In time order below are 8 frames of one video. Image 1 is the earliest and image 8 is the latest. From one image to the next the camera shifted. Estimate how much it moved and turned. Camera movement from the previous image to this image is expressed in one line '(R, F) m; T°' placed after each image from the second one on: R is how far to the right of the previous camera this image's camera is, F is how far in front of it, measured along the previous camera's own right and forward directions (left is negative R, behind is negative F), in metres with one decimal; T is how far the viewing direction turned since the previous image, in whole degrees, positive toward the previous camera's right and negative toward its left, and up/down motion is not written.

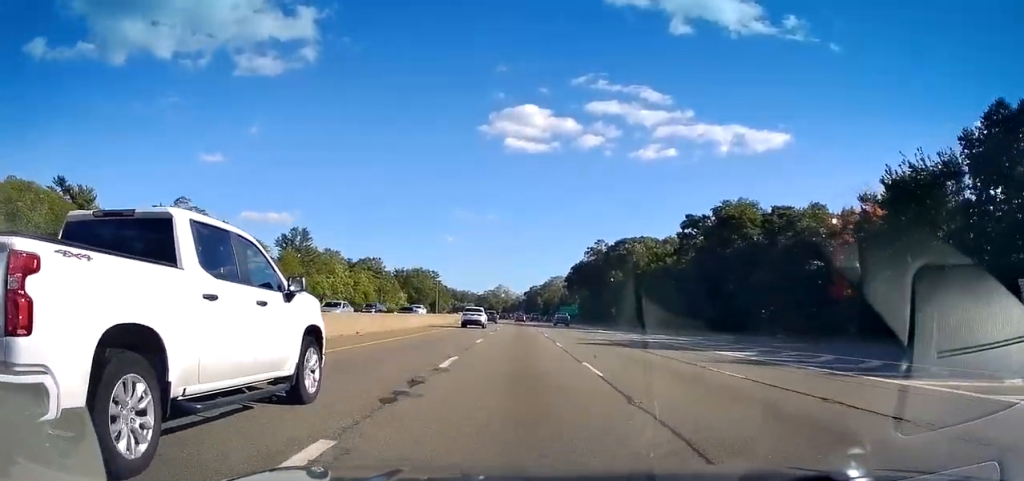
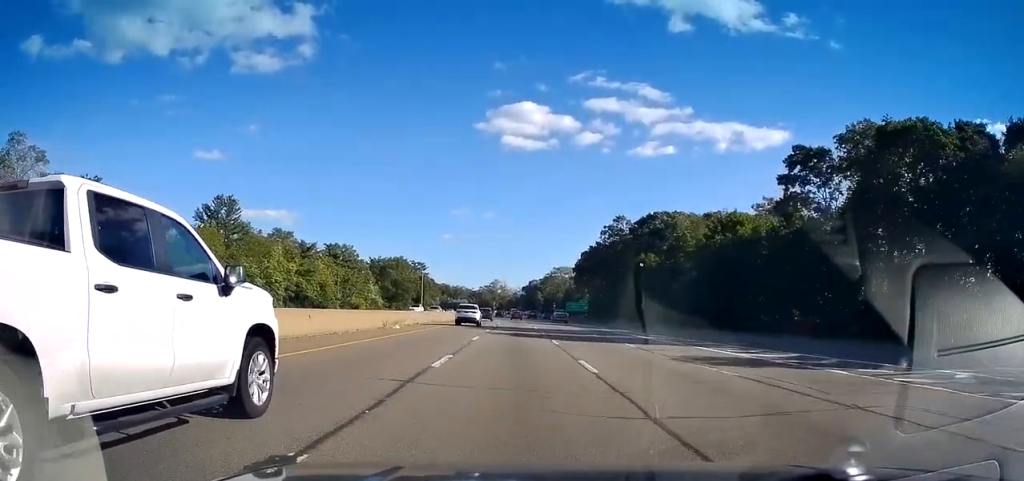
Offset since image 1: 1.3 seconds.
(0.0, +36.6) m; 0°
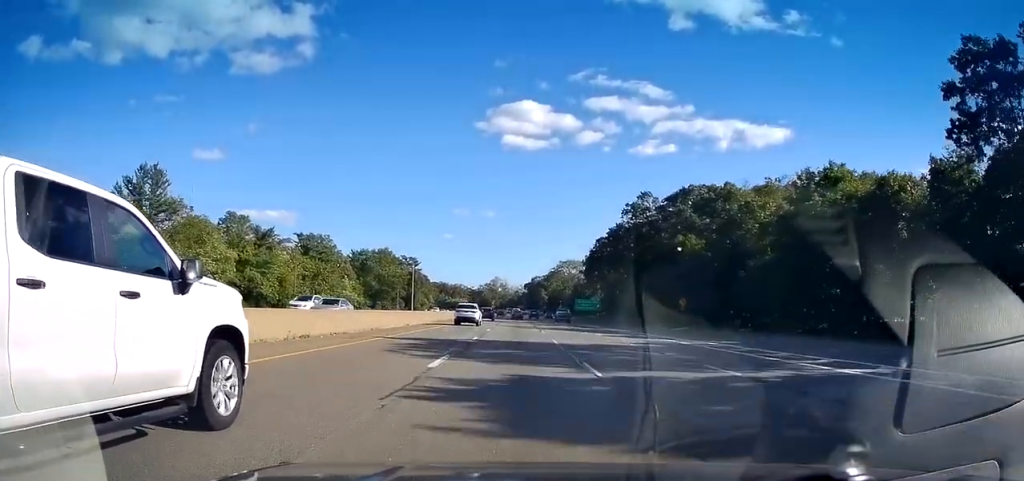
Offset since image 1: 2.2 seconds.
(-0.1, +24.7) m; -1°
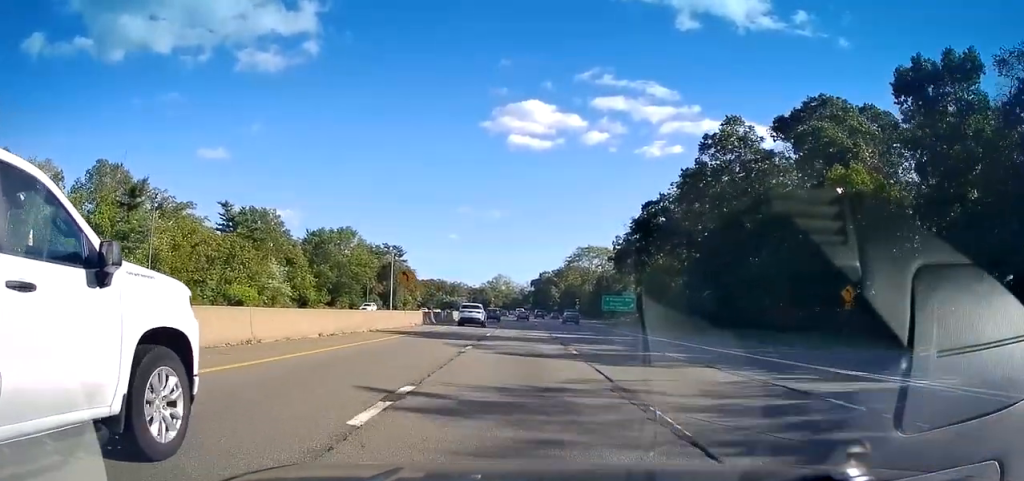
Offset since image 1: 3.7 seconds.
(+0.3, +42.6) m; +1°
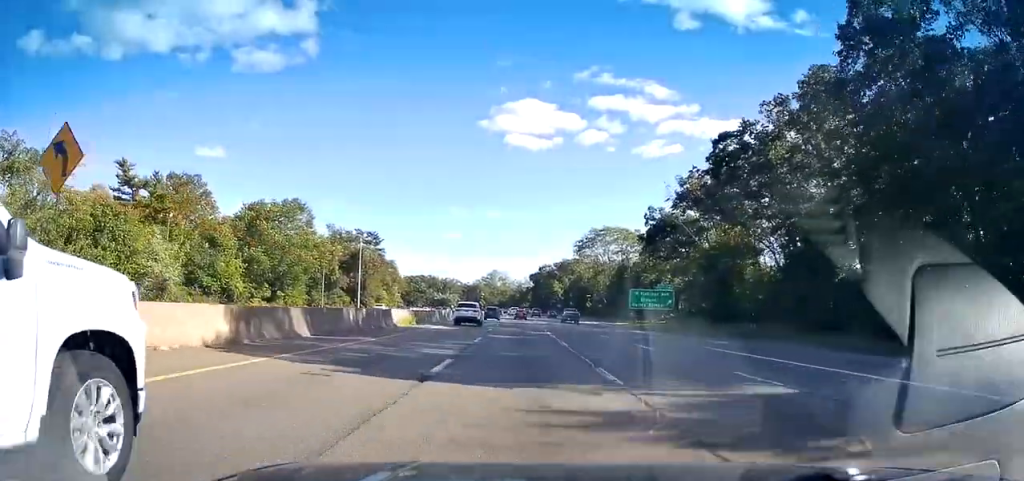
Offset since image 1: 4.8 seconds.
(-0.3, +31.7) m; -1°
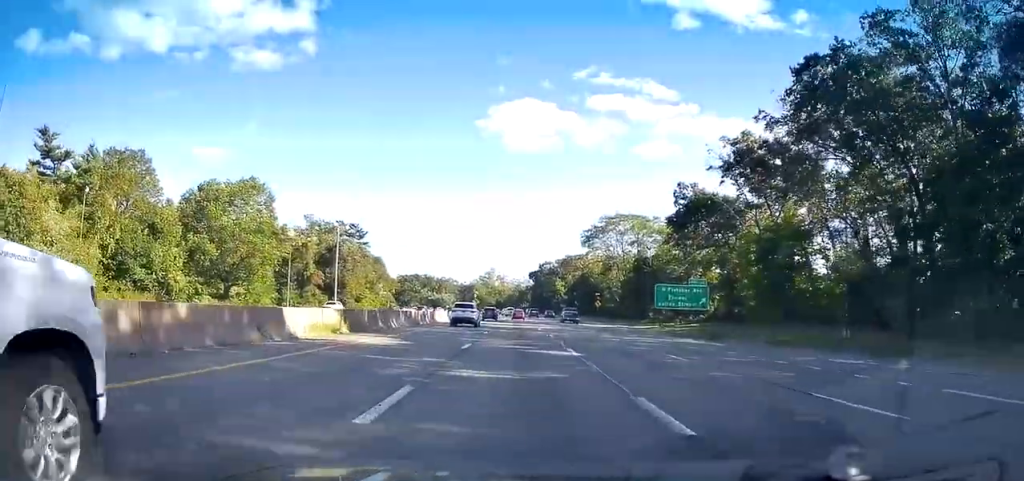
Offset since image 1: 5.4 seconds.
(-0.1, +17.0) m; 0°
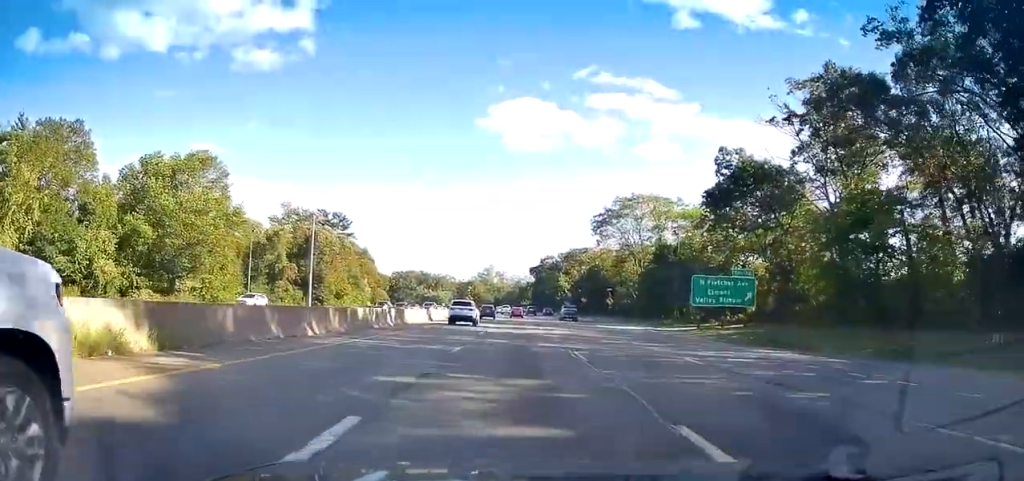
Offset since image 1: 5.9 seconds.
(0.0, +15.1) m; 0°
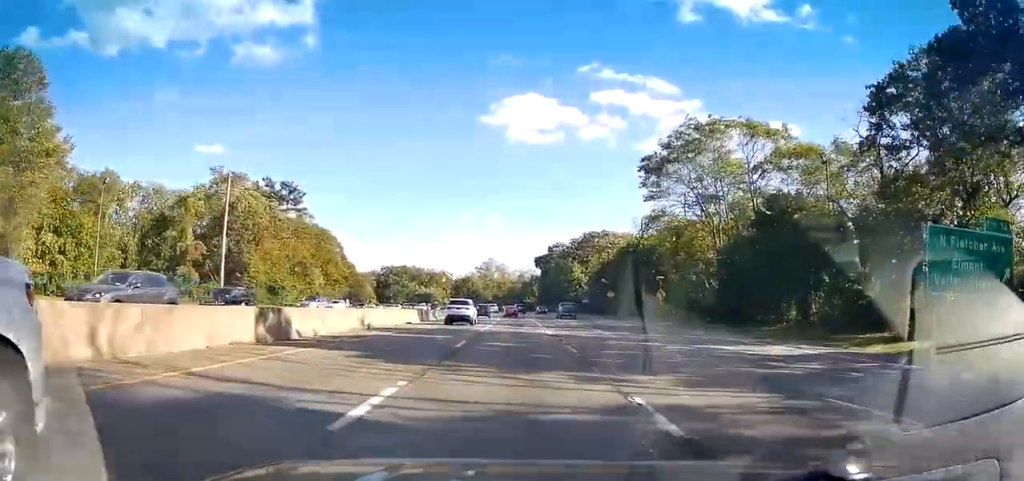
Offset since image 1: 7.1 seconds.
(0.0, +34.7) m; +1°
